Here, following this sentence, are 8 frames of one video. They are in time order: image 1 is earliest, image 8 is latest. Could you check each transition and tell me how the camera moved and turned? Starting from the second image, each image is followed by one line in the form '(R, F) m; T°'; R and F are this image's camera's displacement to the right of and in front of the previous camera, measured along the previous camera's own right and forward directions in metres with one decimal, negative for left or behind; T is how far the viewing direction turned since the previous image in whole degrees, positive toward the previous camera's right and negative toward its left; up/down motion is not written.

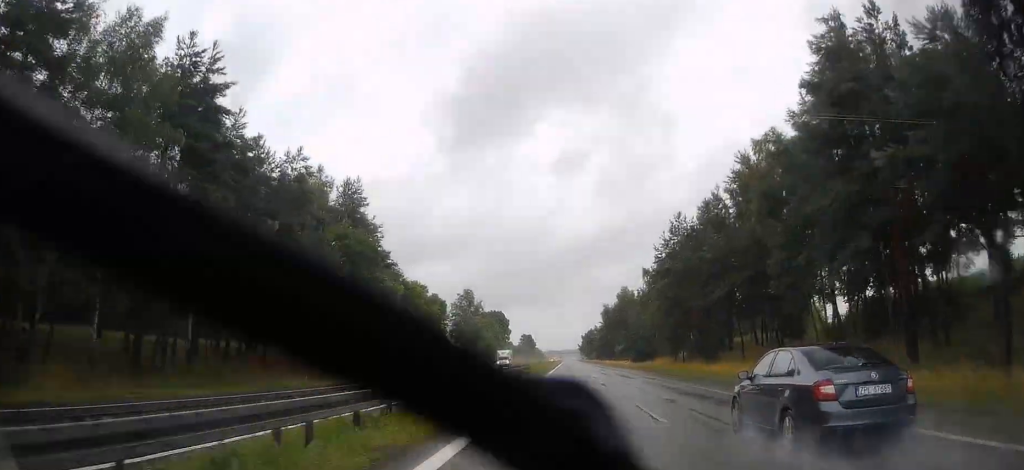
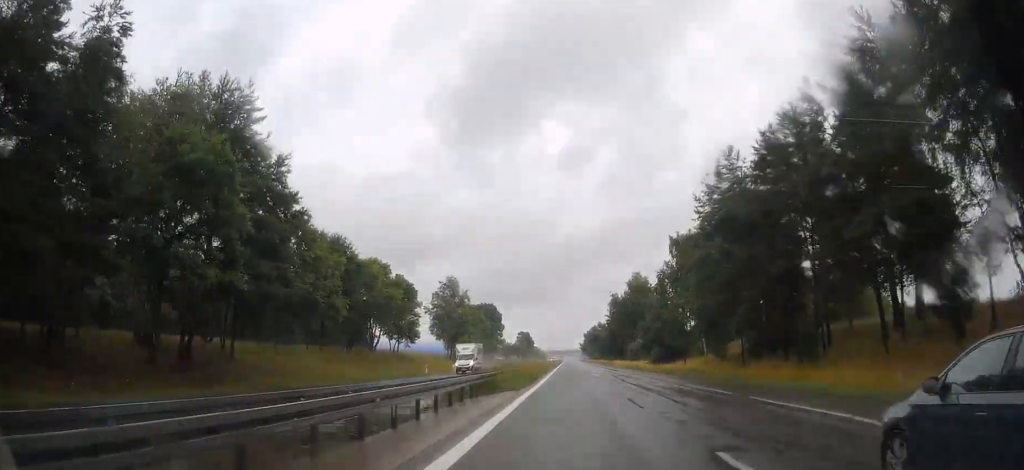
(+0.1, +24.1) m; 0°
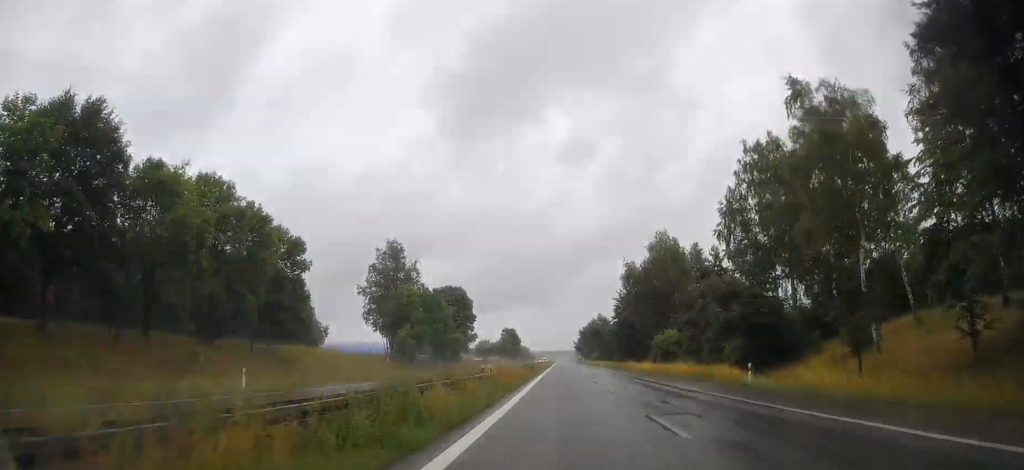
(-0.1, +41.2) m; 0°
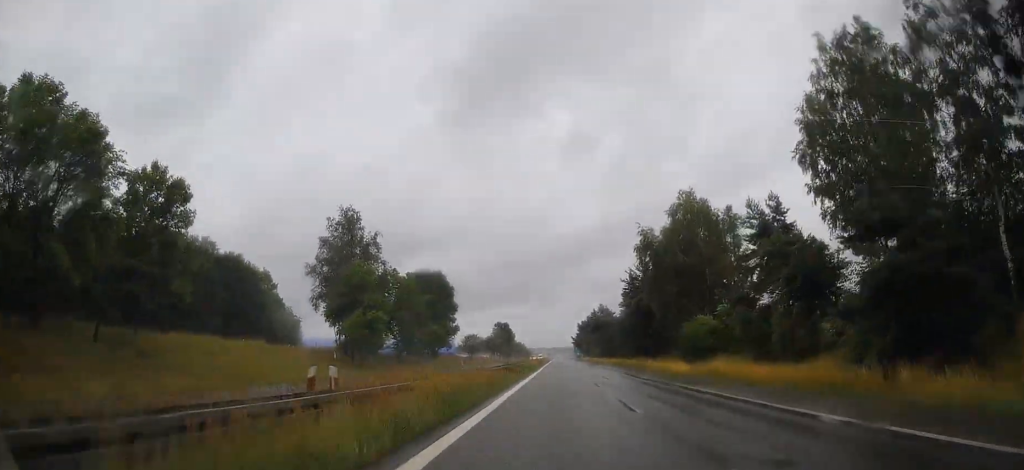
(+0.2, +19.4) m; 0°
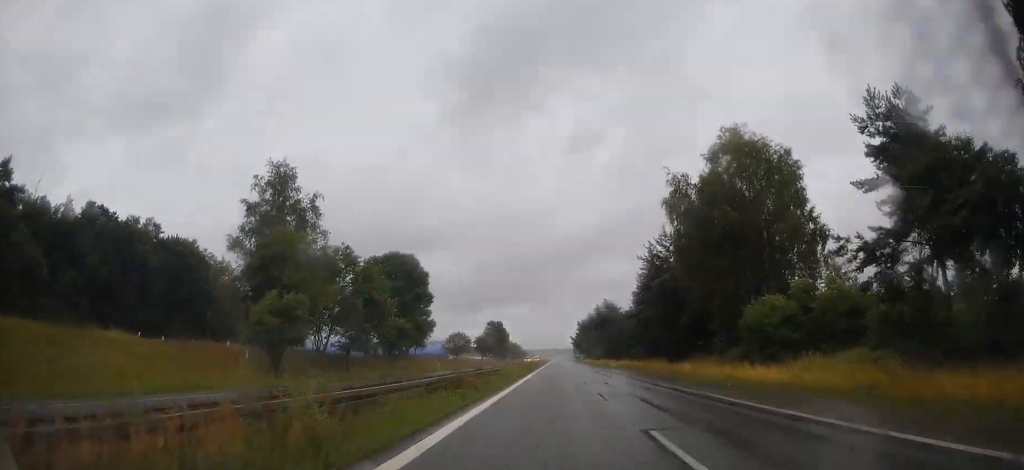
(0.0, +19.2) m; 0°
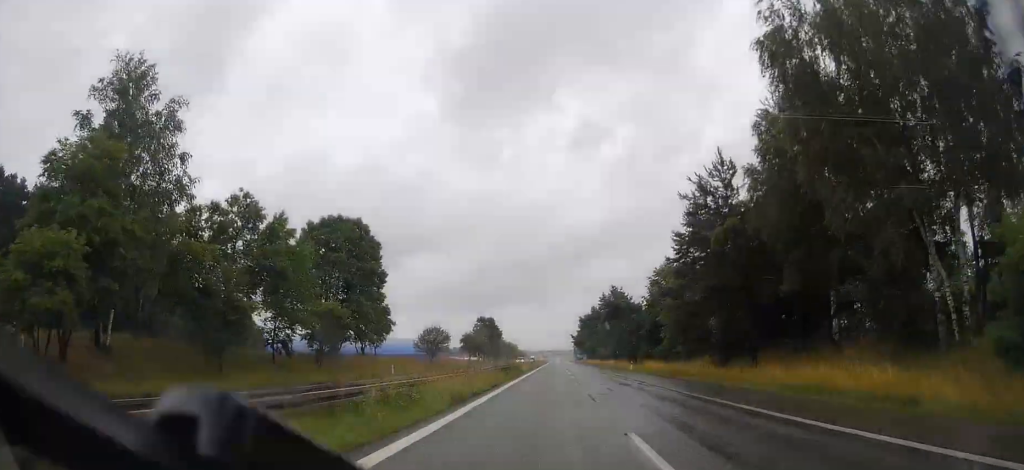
(0.0, +23.7) m; 0°
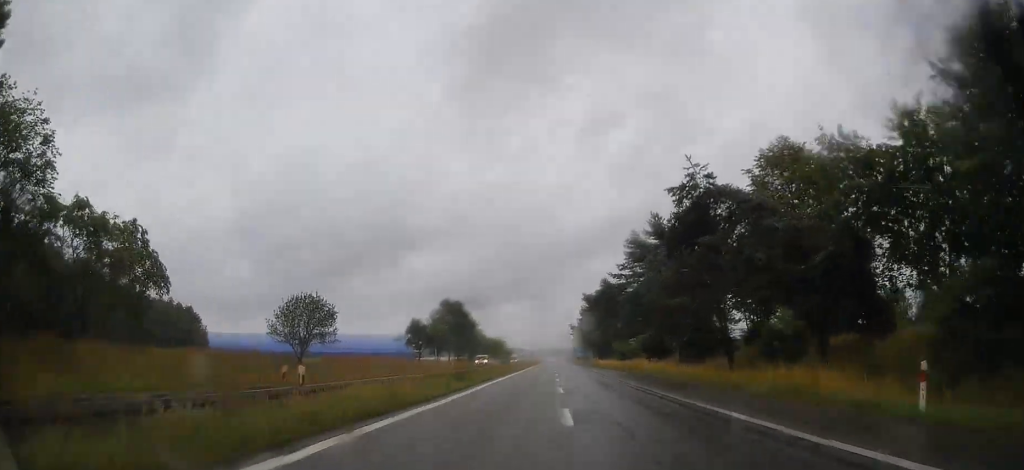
(0.0, +52.4) m; 0°
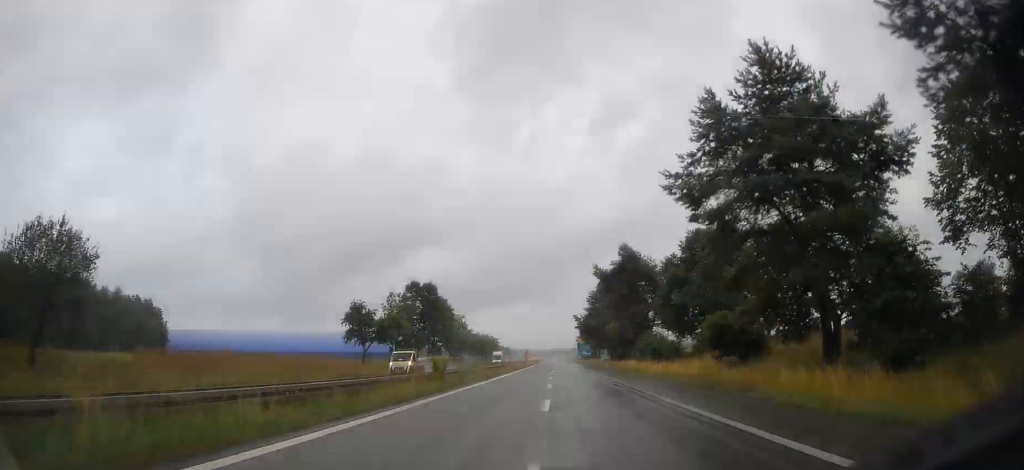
(0.0, +31.9) m; 0°
